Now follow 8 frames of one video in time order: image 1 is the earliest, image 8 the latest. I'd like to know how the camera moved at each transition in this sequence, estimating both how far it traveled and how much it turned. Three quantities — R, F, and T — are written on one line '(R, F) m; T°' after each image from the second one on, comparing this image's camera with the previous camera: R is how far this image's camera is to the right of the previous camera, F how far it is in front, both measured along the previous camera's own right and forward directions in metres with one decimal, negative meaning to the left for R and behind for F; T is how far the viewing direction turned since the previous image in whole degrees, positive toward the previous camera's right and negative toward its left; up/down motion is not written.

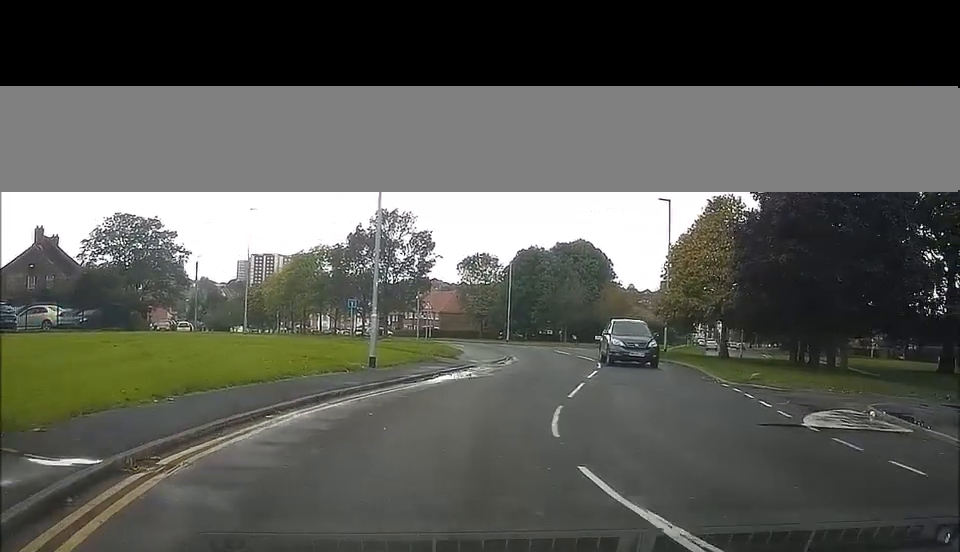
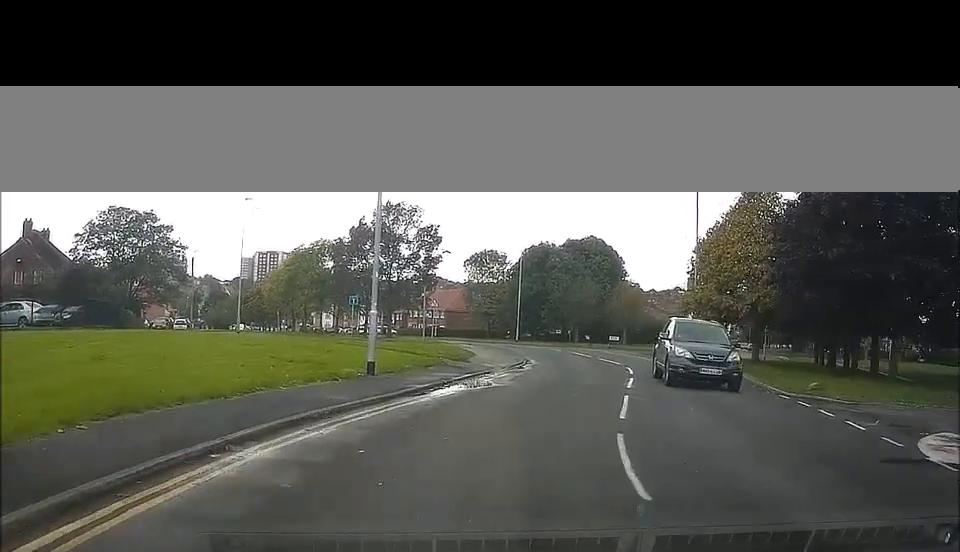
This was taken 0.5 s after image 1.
(+0.3, +3.6) m; +4°
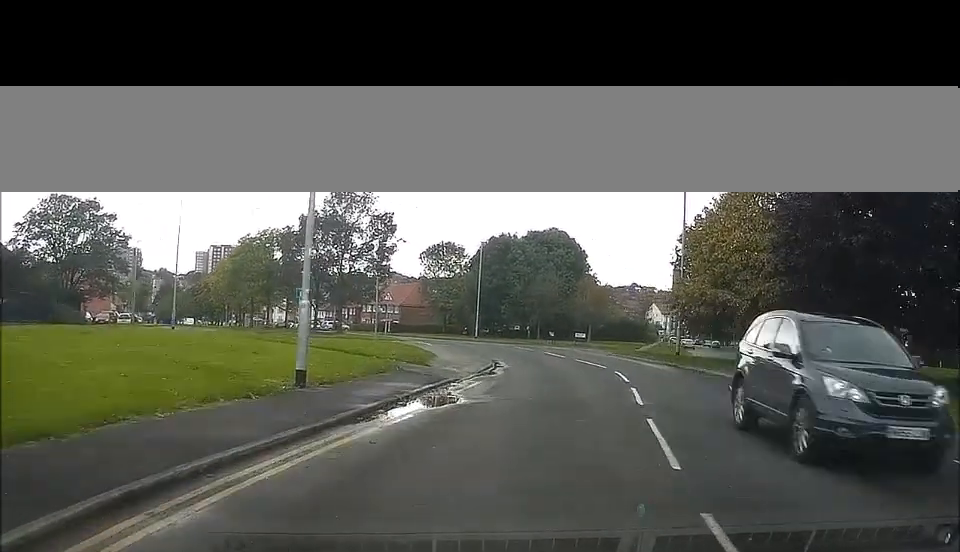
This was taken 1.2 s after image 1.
(+0.3, +4.6) m; +5°
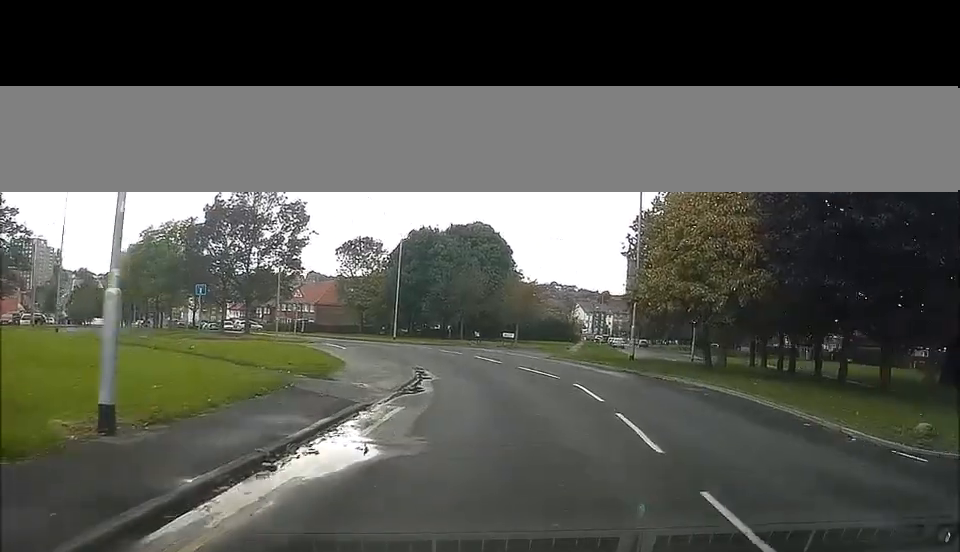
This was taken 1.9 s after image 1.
(+0.2, +5.6) m; +2°
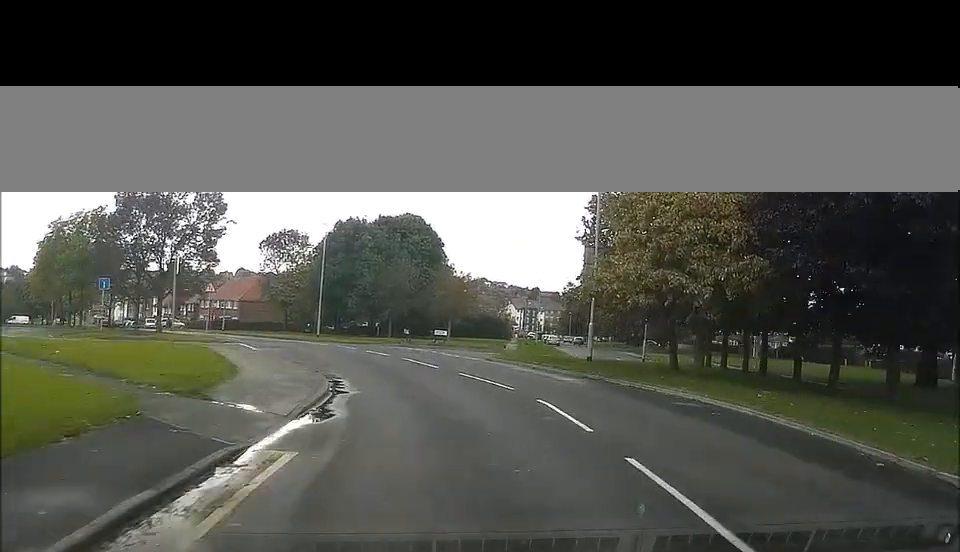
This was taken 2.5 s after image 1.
(+0.1, +4.6) m; 0°
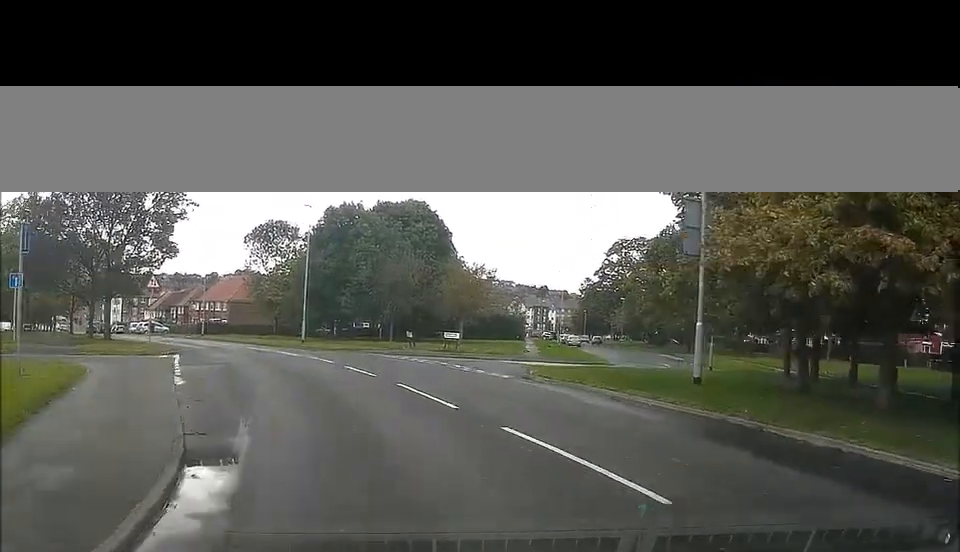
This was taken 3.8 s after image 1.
(0.0, +10.6) m; -2°
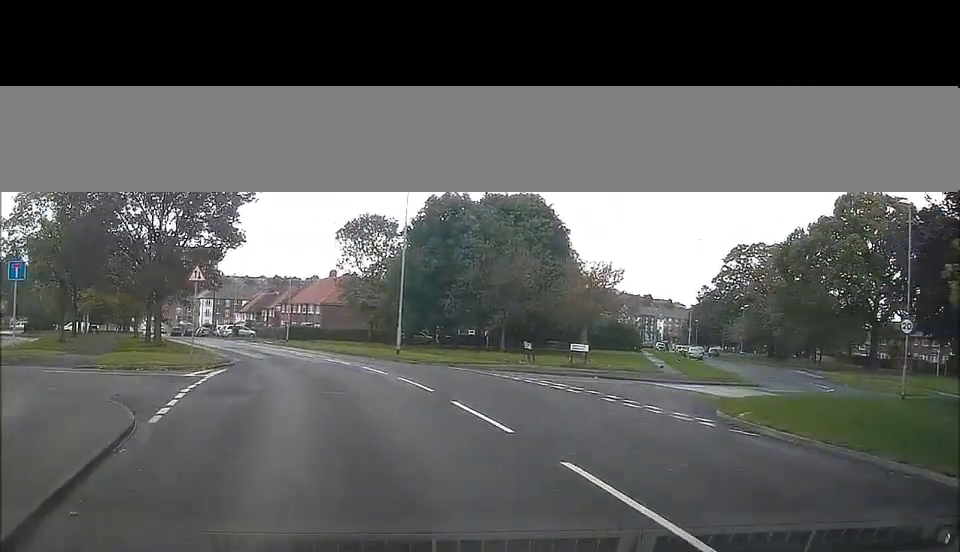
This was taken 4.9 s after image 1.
(-0.3, +7.3) m; -5°
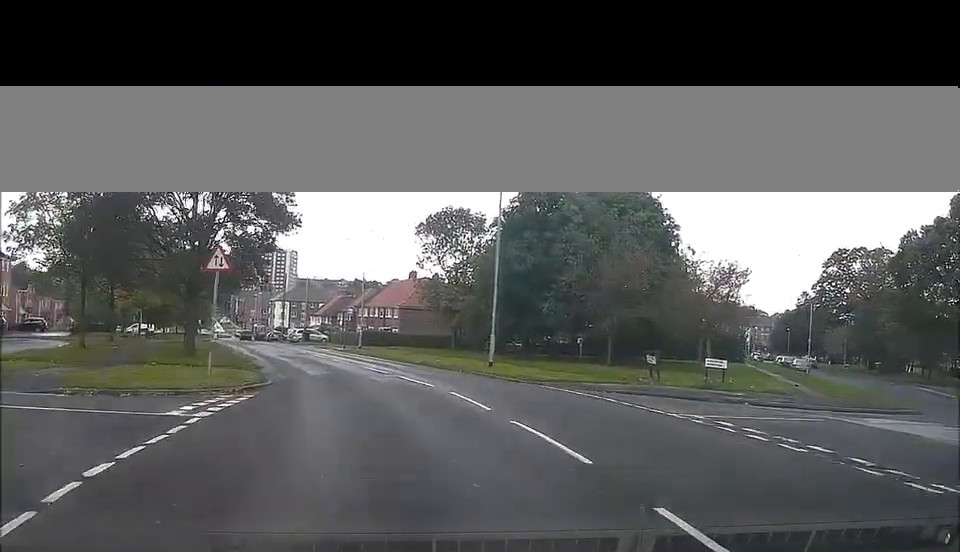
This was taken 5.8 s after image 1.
(-0.3, +6.3) m; -2°
